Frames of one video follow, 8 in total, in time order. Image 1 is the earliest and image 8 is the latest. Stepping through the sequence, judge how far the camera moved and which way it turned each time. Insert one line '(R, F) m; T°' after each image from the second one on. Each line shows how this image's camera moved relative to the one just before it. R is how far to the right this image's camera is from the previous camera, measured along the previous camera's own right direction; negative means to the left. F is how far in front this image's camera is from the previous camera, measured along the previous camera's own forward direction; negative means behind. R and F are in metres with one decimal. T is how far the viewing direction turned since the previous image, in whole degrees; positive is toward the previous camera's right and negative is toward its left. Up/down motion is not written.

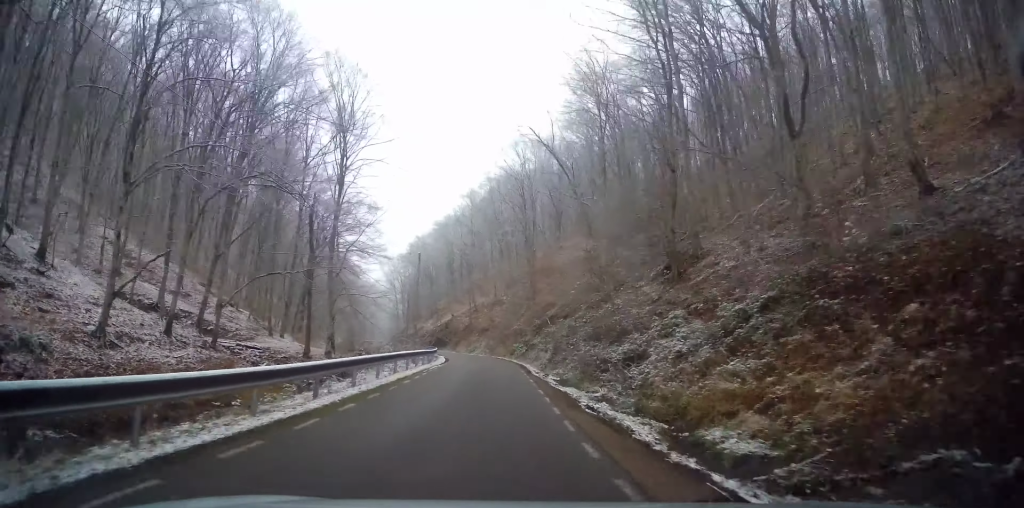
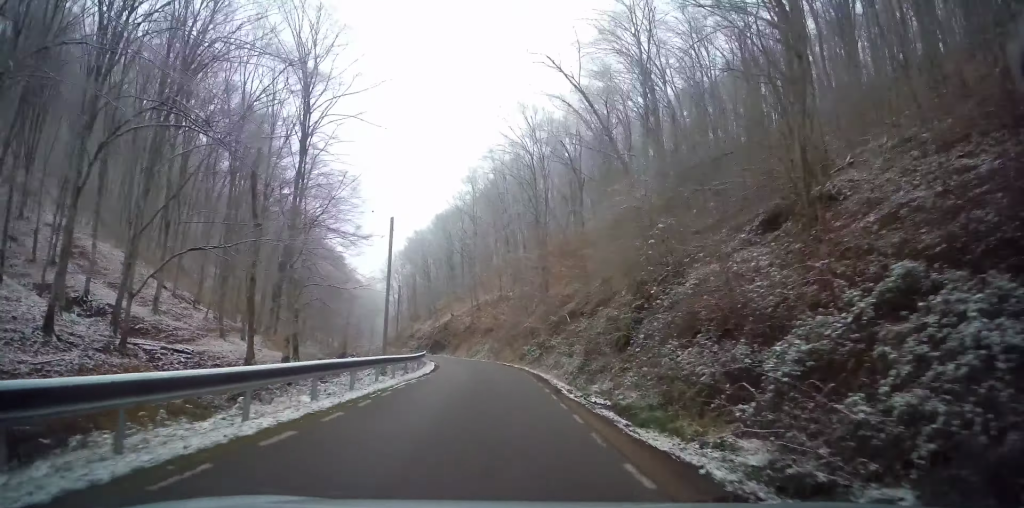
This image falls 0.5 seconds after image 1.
(+0.1, +9.4) m; -1°
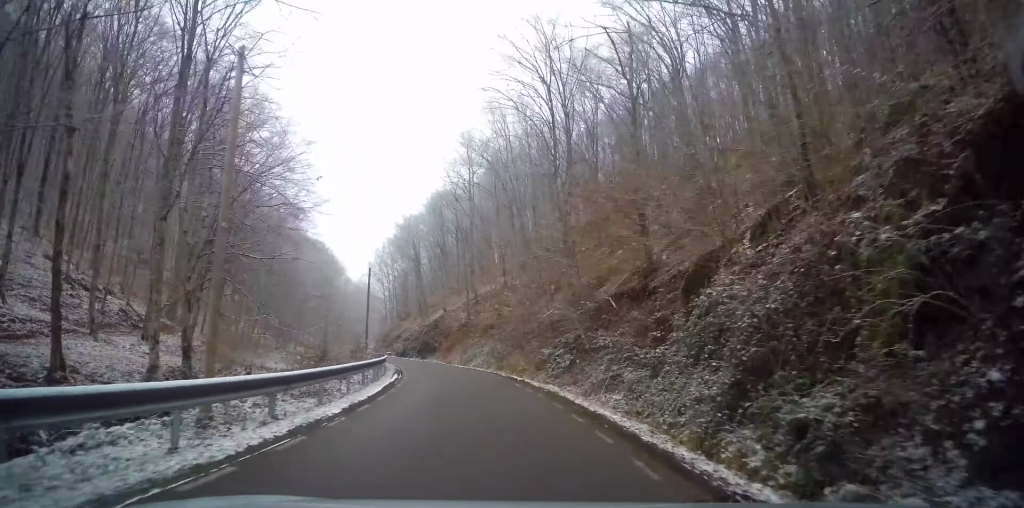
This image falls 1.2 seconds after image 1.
(-0.2, +13.7) m; -4°
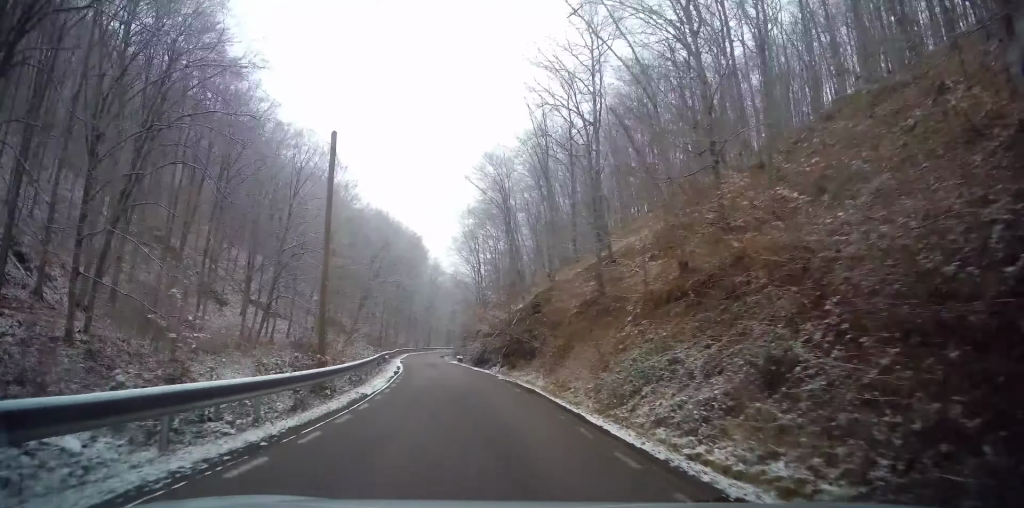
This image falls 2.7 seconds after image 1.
(-2.7, +27.1) m; -11°
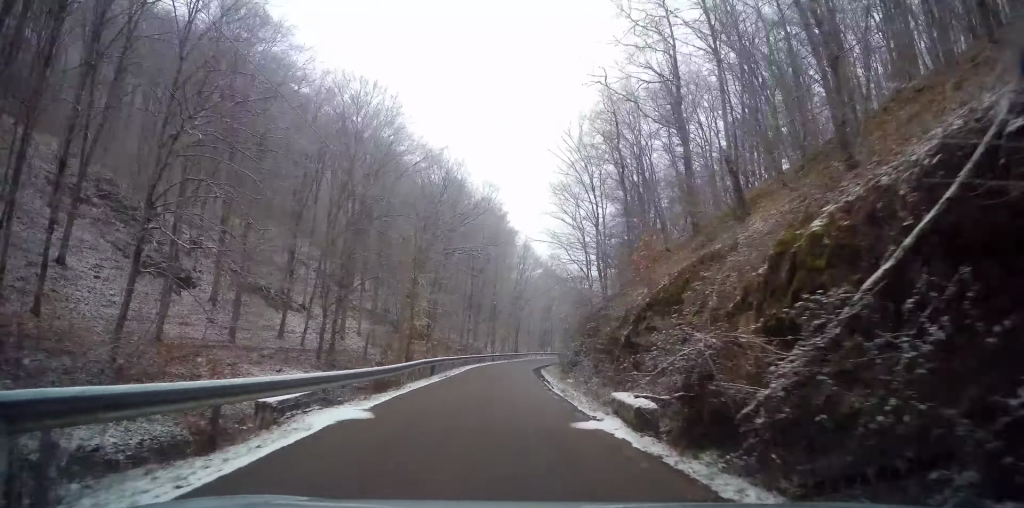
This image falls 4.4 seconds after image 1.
(-2.7, +31.0) m; -6°
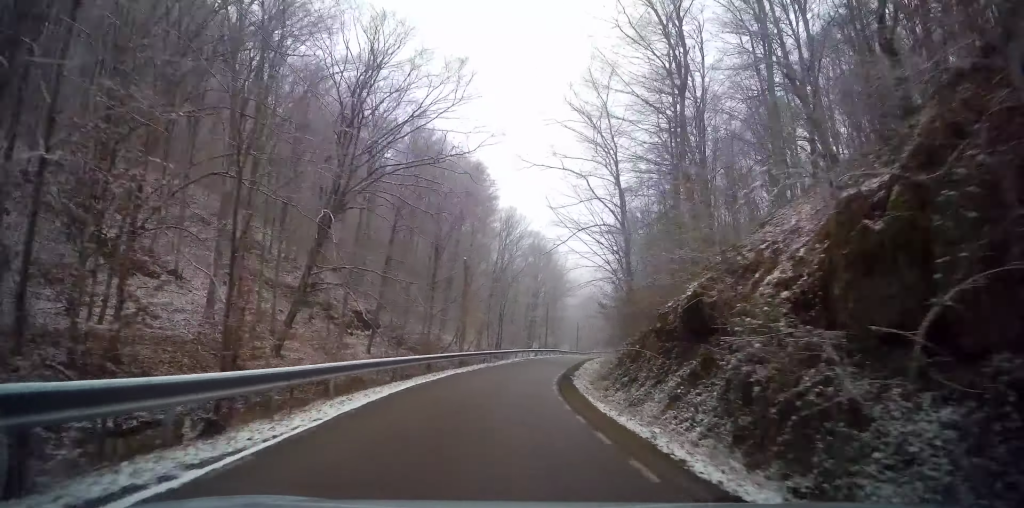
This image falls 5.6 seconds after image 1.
(+0.3, +24.4) m; +4°
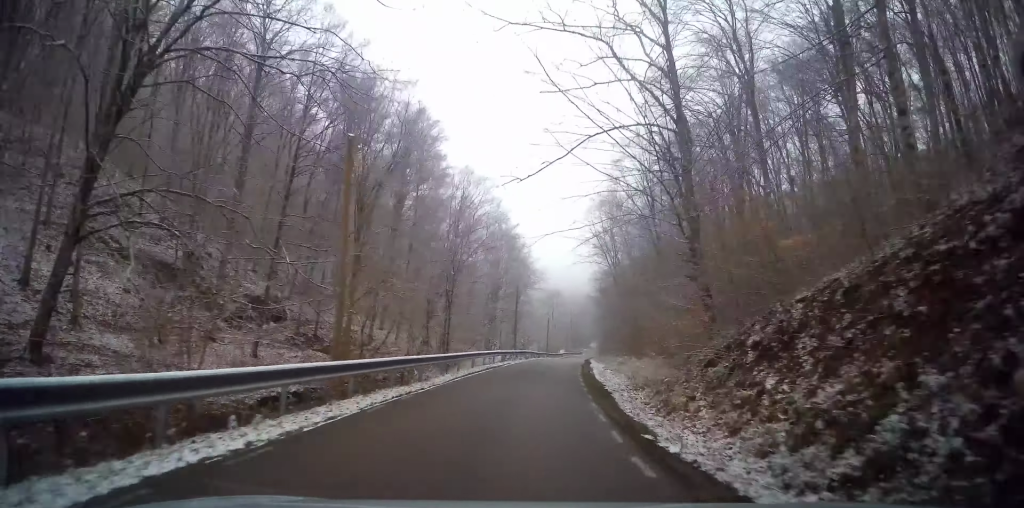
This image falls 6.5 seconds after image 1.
(+0.7, +17.7) m; +4°
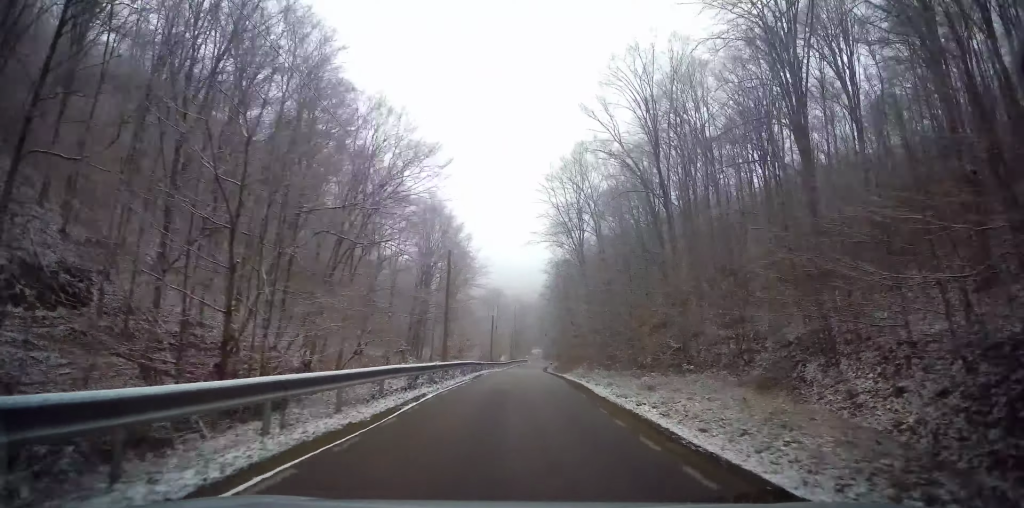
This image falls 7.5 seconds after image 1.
(+0.5, +18.7) m; +5°
